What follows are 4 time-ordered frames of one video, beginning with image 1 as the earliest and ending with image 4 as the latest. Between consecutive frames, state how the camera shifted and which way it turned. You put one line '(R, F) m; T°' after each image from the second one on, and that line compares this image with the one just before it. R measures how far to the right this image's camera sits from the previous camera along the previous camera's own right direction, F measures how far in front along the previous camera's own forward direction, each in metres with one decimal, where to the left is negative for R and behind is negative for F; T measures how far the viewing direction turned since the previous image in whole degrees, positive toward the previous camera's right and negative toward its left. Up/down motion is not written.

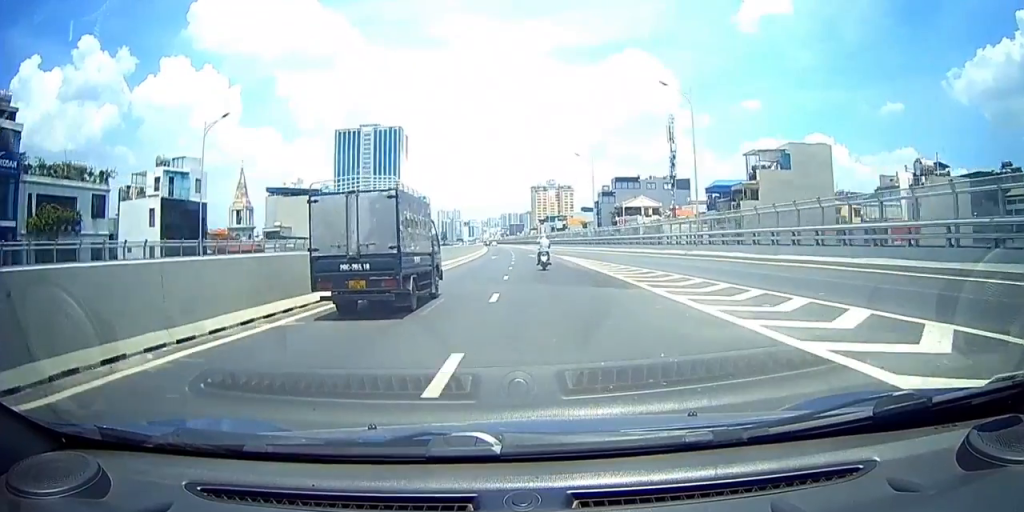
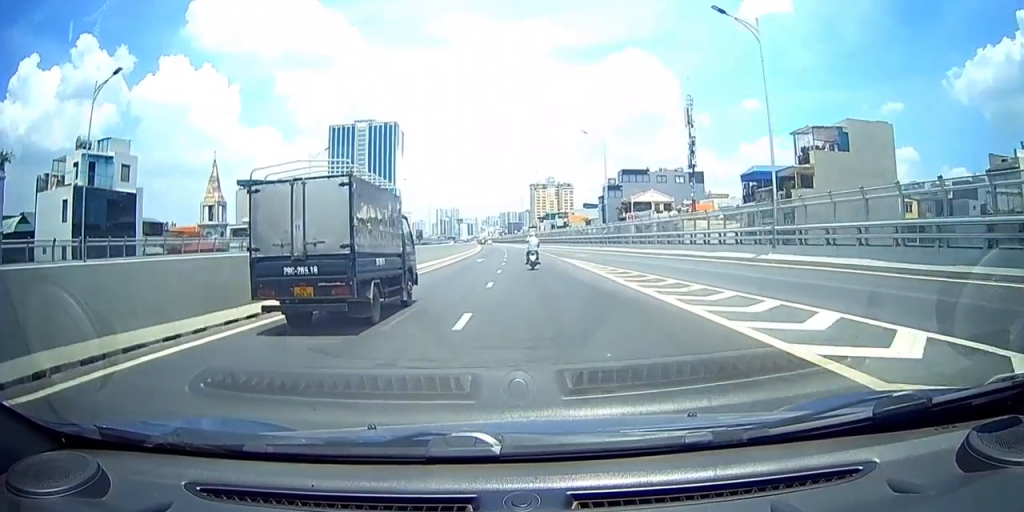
(-0.2, +12.5) m; -1°
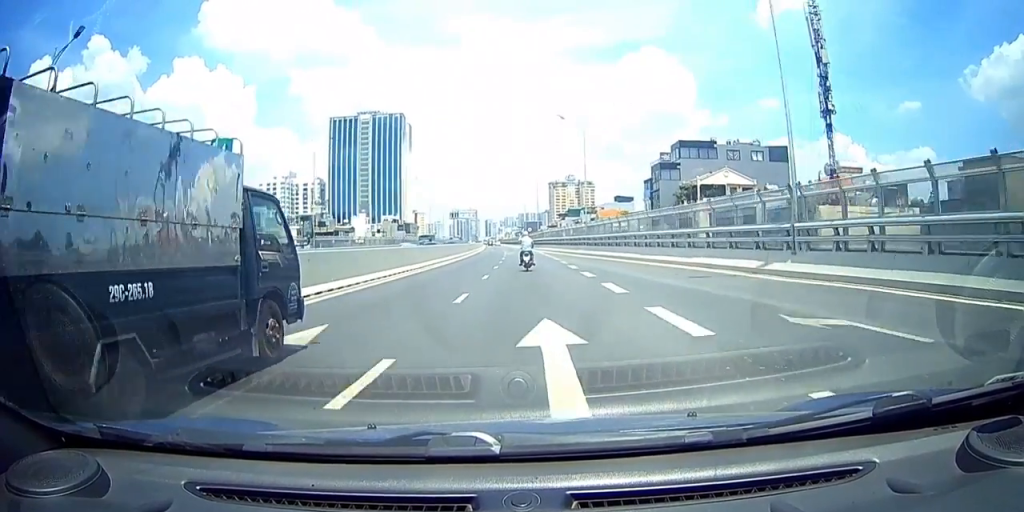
(-0.2, +38.2) m; 0°
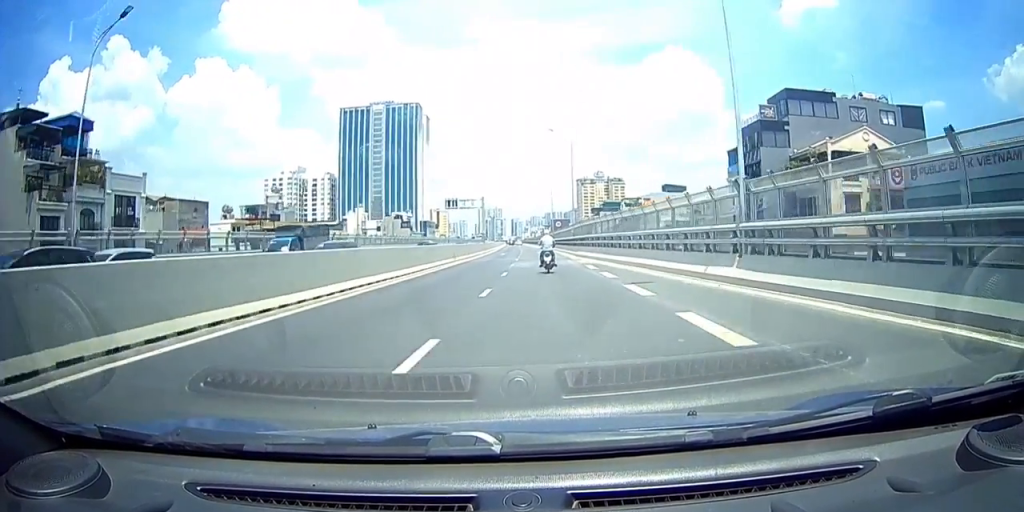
(0.0, +31.6) m; 0°
